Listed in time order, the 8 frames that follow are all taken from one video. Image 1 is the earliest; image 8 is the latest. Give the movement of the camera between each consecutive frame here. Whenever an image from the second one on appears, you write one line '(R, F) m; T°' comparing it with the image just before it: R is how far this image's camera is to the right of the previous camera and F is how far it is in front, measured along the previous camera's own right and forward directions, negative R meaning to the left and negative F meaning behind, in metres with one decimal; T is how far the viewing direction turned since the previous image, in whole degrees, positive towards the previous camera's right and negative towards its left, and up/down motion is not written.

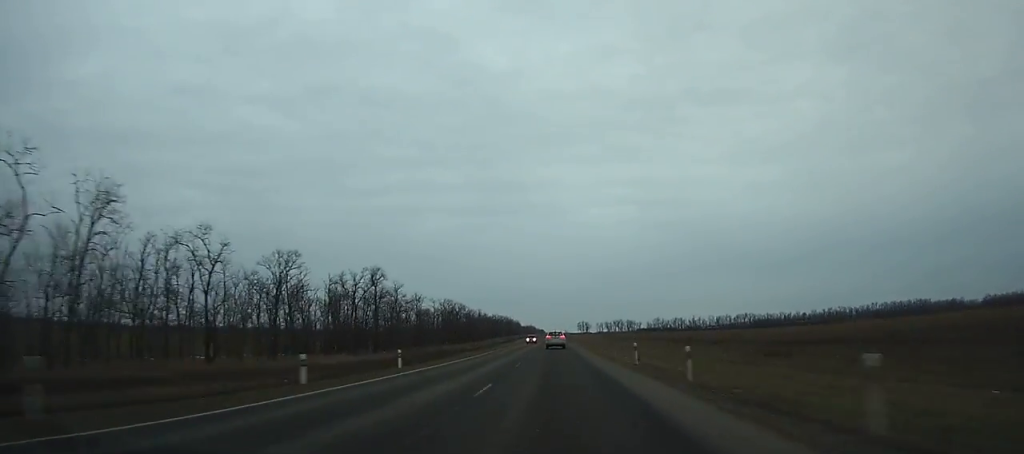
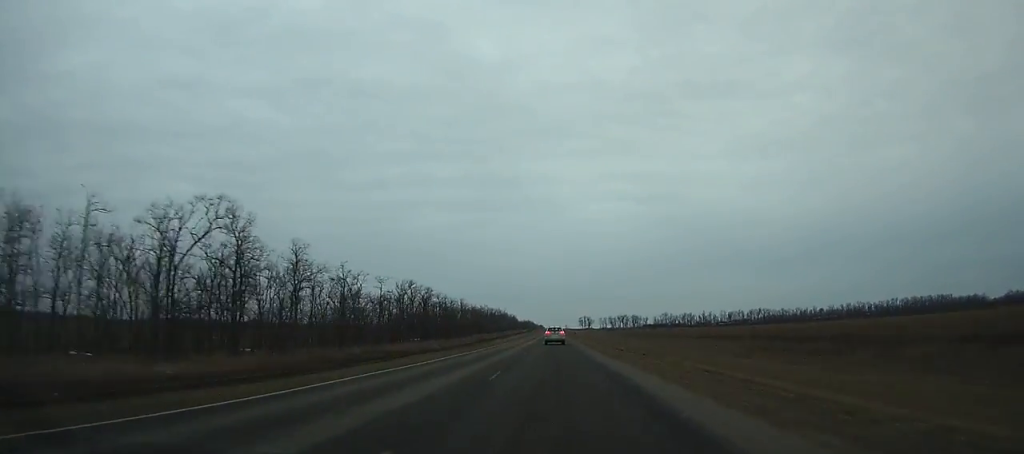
(-0.2, +45.3) m; 0°
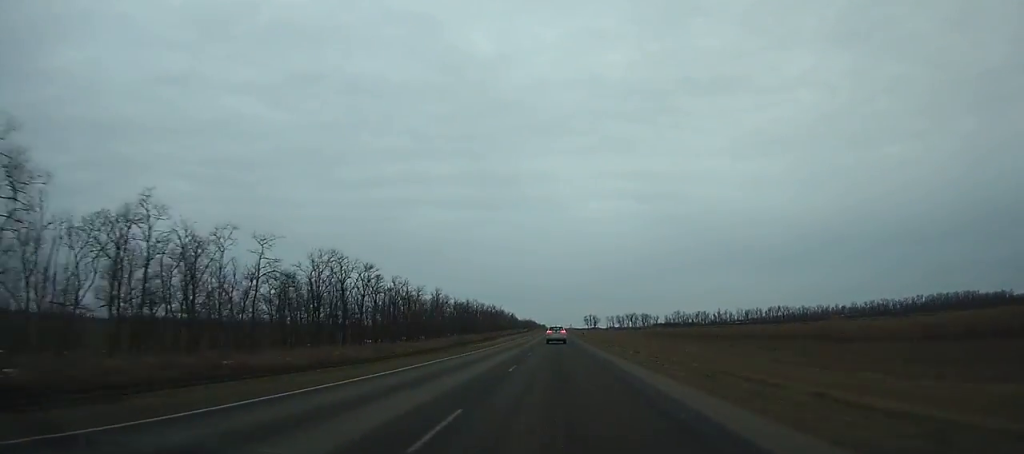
(-0.1, +45.0) m; 0°
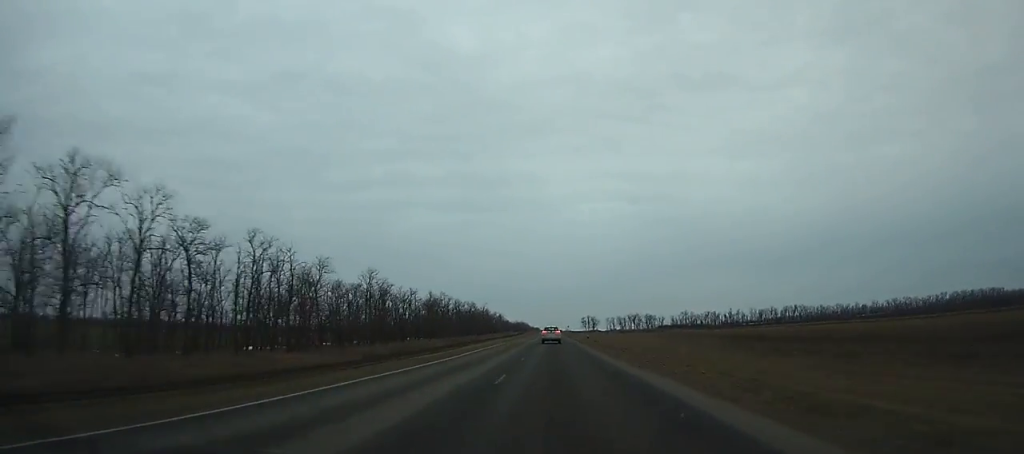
(0.0, +52.1) m; 0°
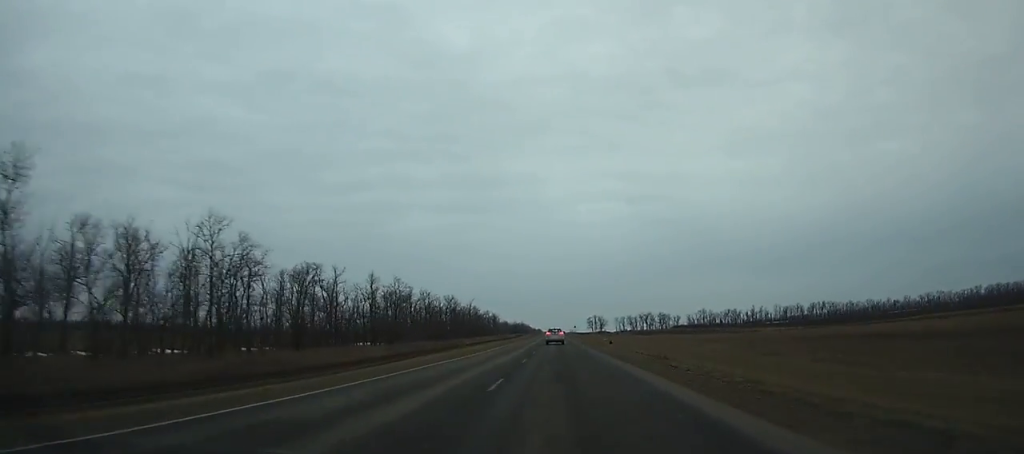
(0.0, +49.7) m; 0°
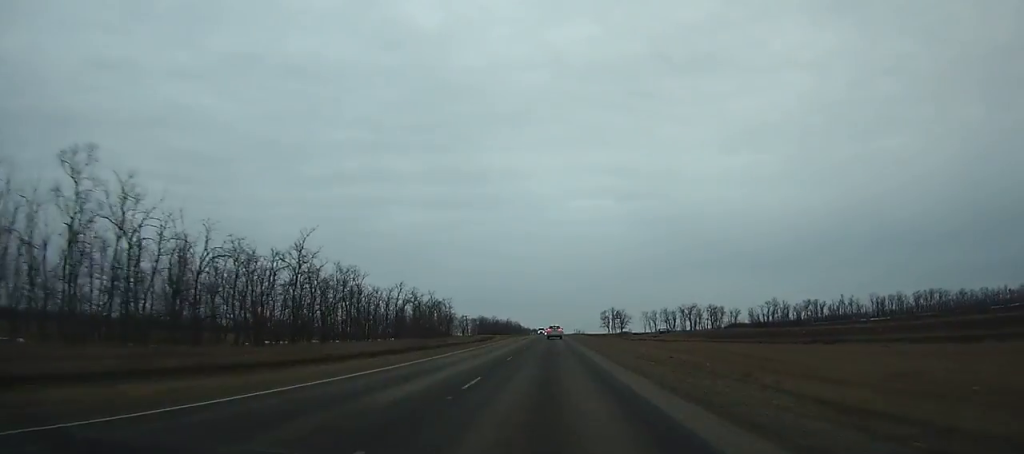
(+0.4, +143.3) m; 0°
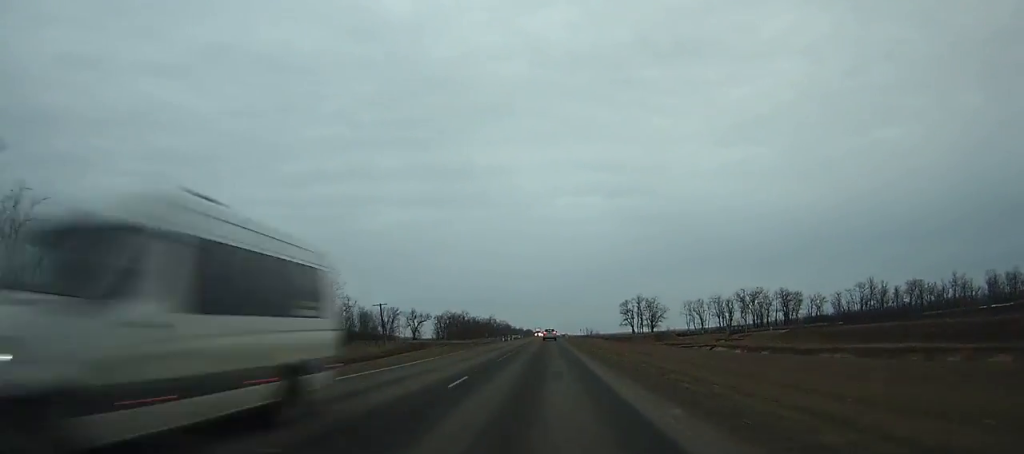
(-0.2, +94.6) m; 0°
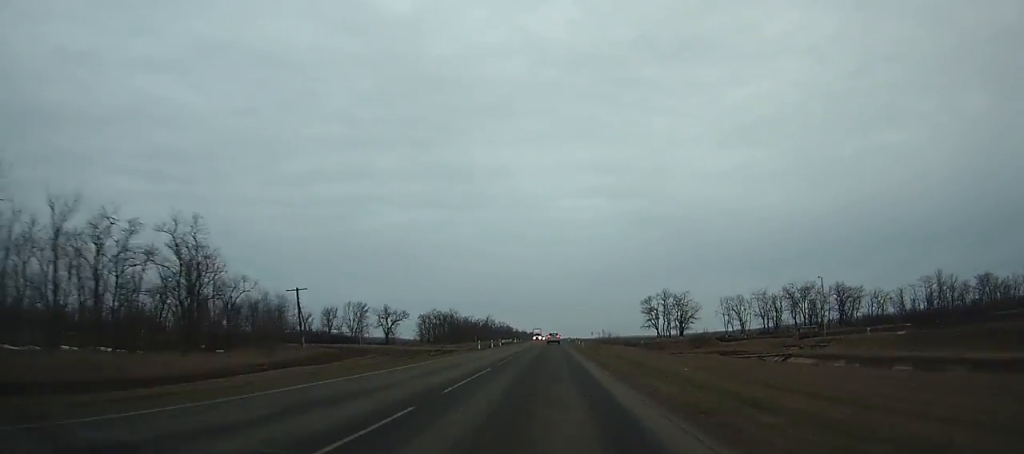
(0.0, +36.0) m; 0°
